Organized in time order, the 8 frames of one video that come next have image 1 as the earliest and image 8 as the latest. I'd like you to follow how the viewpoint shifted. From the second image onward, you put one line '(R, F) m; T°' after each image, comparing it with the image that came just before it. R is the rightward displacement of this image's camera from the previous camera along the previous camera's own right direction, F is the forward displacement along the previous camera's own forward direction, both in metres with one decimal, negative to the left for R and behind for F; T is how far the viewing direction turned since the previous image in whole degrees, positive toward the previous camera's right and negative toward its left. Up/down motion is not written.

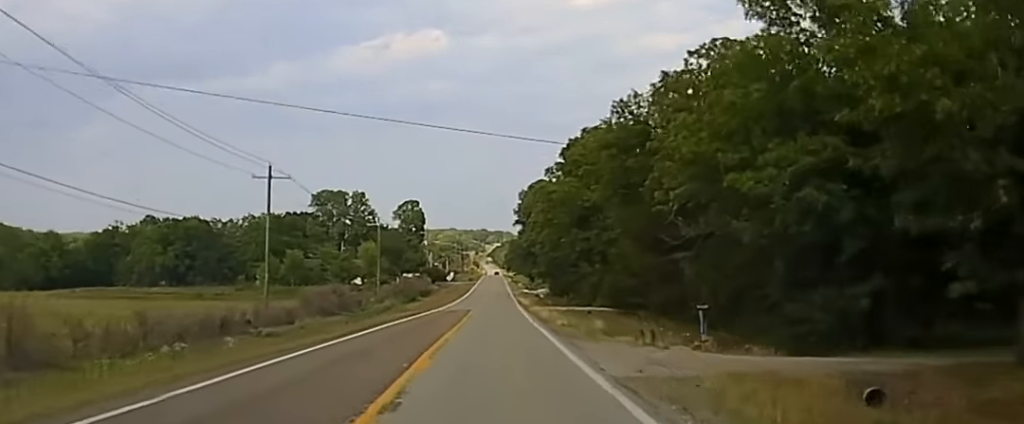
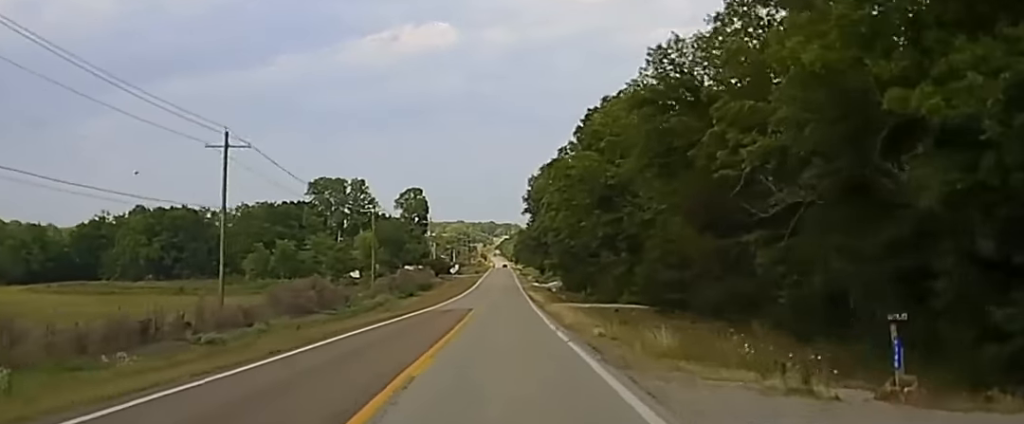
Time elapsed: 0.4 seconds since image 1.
(0.0, +17.2) m; 0°
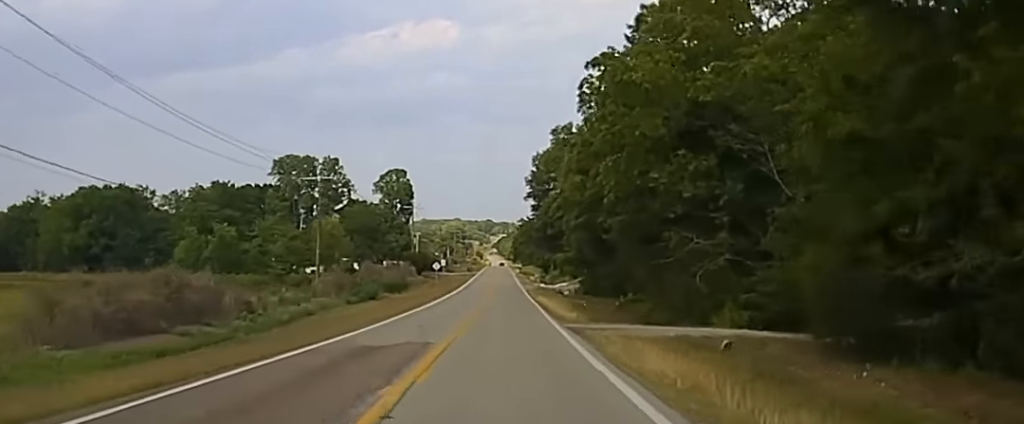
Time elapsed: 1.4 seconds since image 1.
(0.0, +31.3) m; 0°
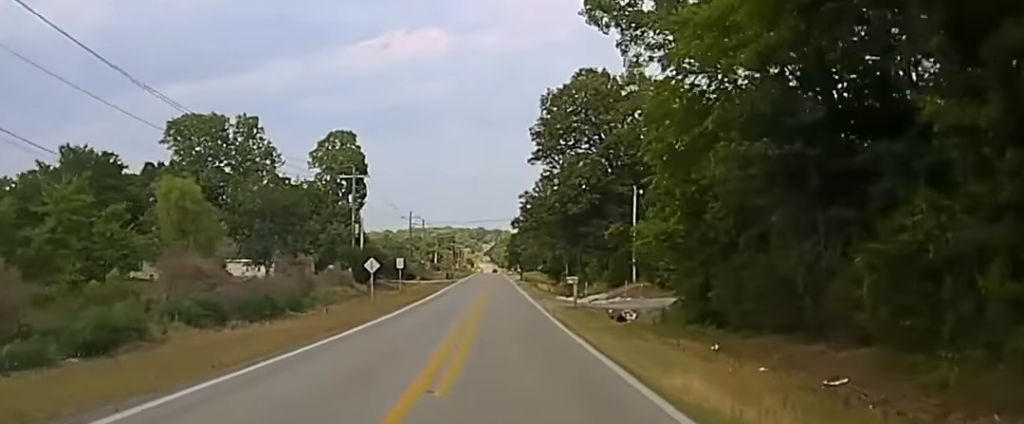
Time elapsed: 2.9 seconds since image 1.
(+0.3, +57.1) m; 0°
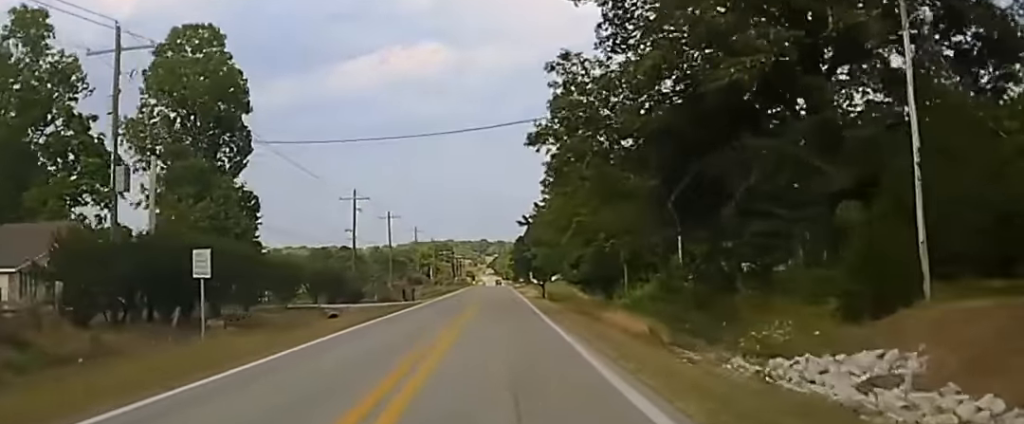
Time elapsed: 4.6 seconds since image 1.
(0.0, +63.1) m; 0°
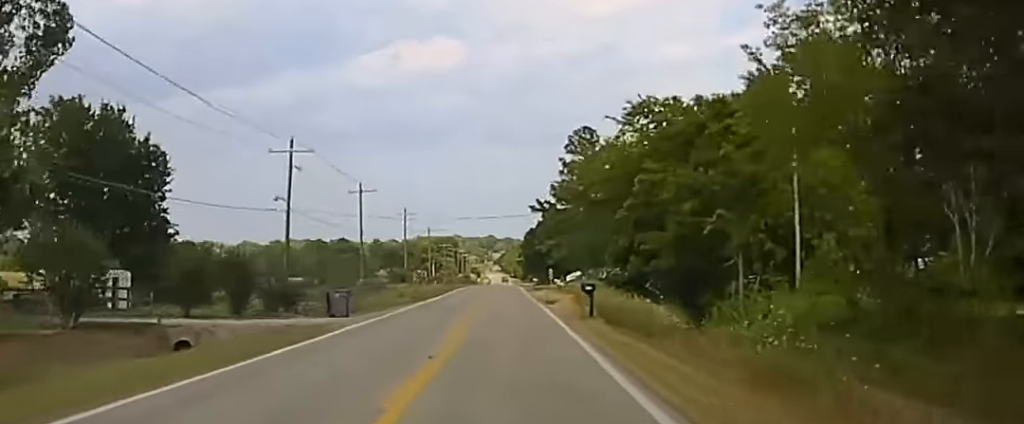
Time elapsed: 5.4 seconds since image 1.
(+0.1, +34.6) m; -1°
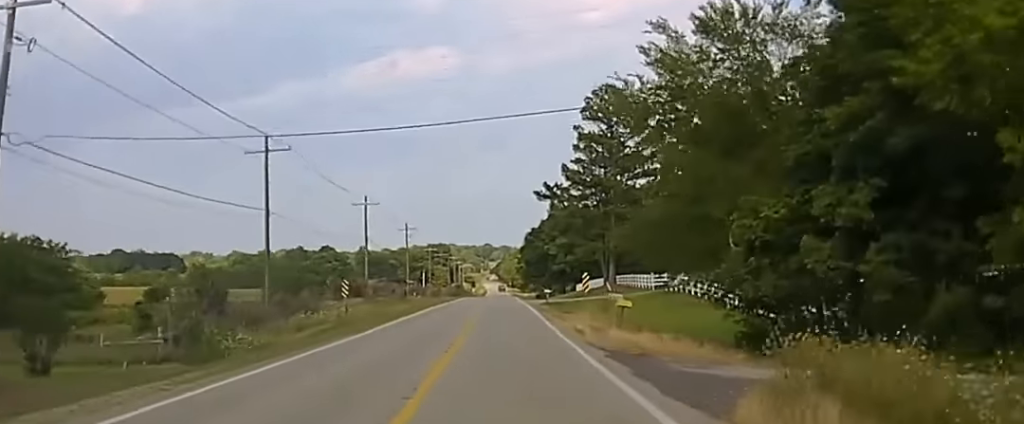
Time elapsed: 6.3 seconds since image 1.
(-0.5, +40.1) m; 0°
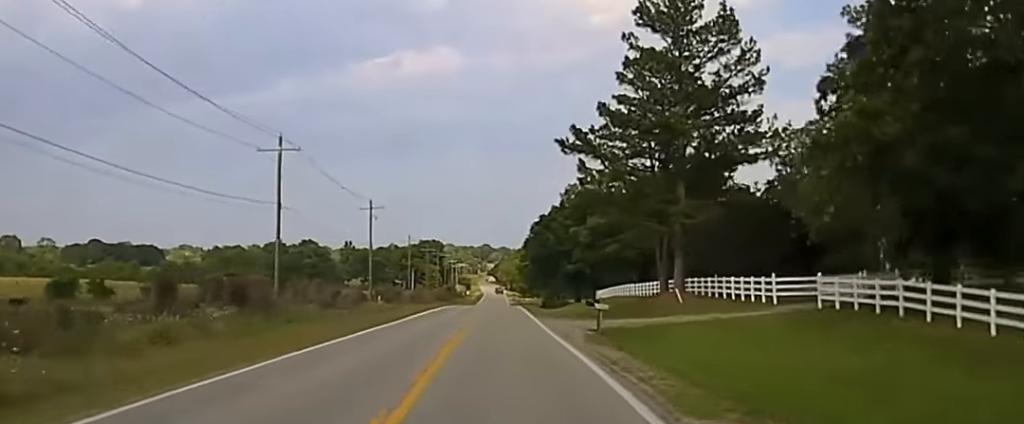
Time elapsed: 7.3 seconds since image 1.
(+0.5, +43.5) m; +1°
